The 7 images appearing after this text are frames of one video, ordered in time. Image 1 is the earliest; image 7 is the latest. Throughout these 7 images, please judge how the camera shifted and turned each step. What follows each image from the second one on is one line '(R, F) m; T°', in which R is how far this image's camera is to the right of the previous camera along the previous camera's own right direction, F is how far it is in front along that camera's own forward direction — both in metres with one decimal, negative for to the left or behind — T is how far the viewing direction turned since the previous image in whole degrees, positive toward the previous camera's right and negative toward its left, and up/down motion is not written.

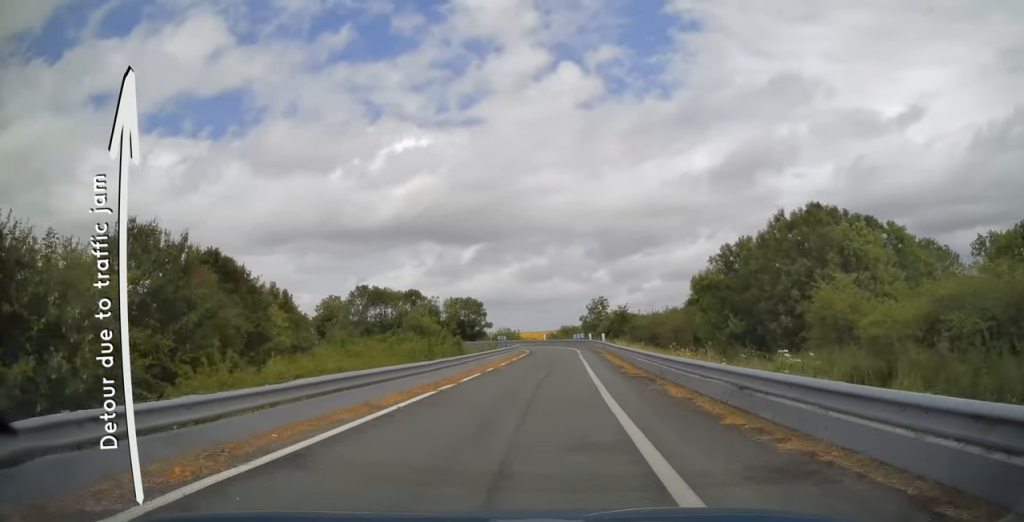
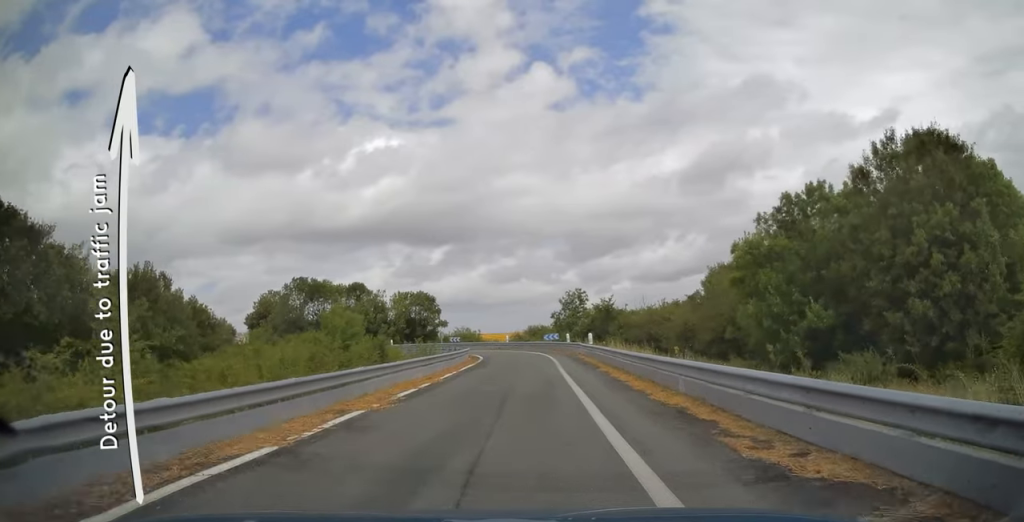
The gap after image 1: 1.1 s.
(+0.6, +16.6) m; +3°
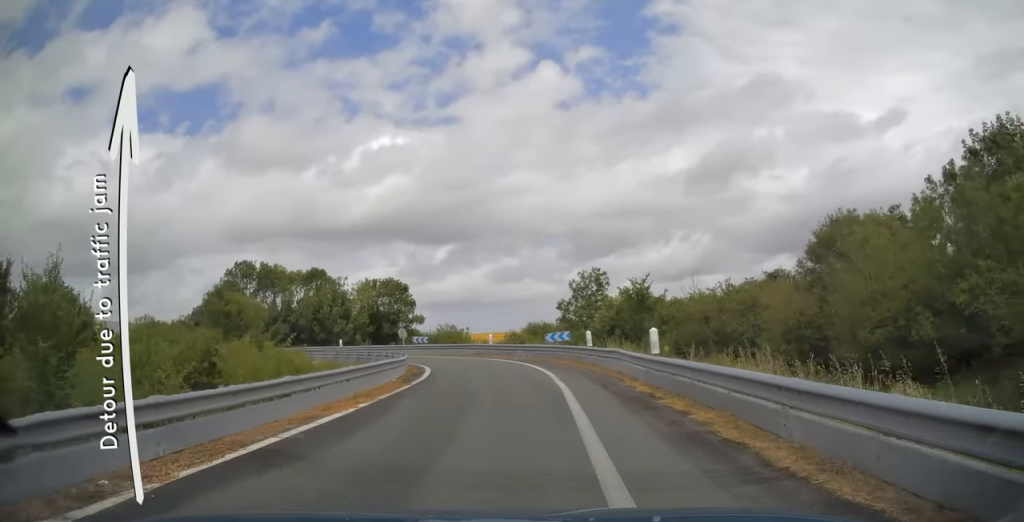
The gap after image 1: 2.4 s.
(+0.2, +19.9) m; -1°
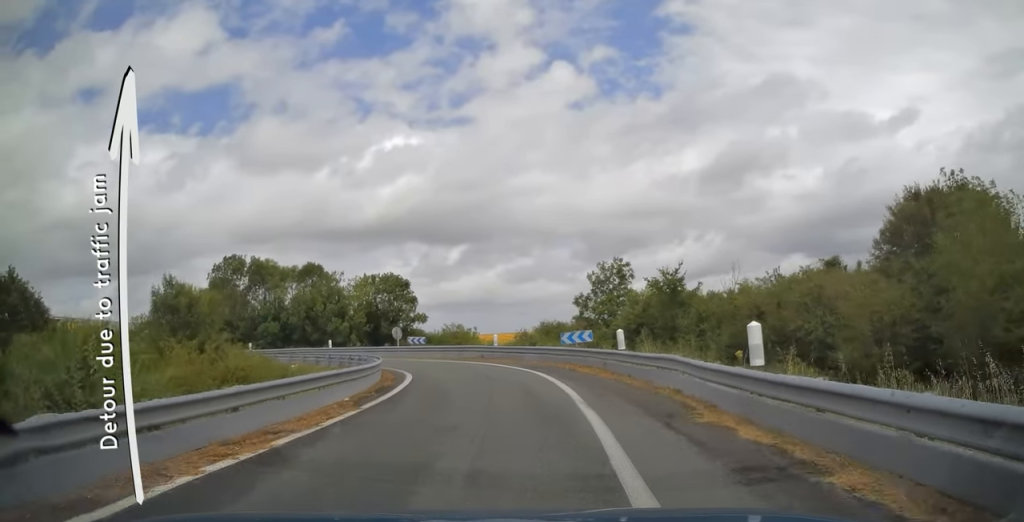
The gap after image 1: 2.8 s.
(-0.1, +6.1) m; -2°
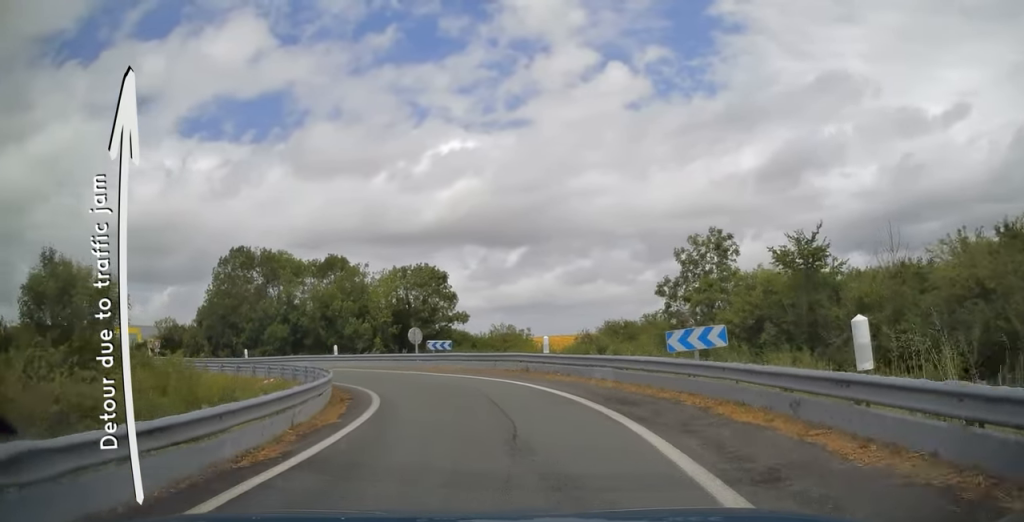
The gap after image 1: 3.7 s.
(-0.4, +11.8) m; -7°
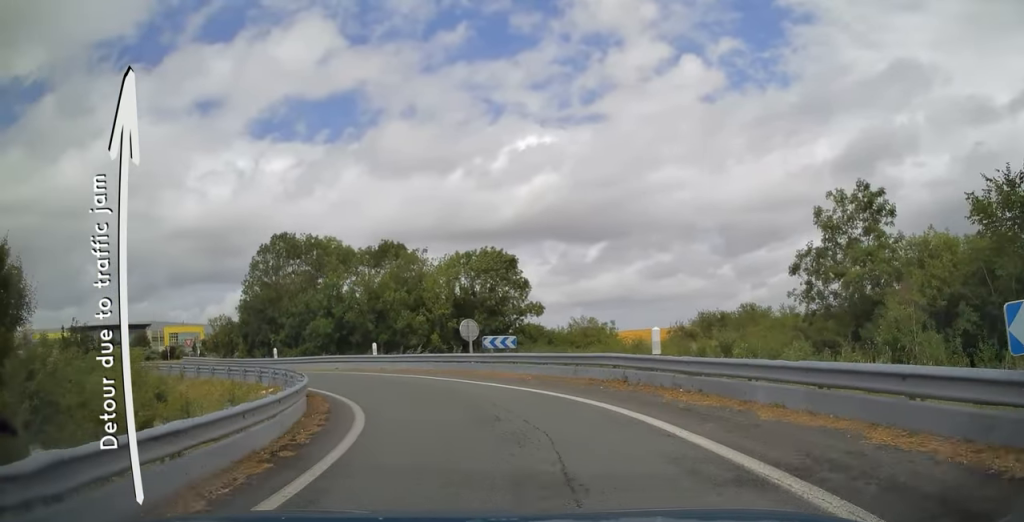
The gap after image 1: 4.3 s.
(-0.4, +7.9) m; -8°
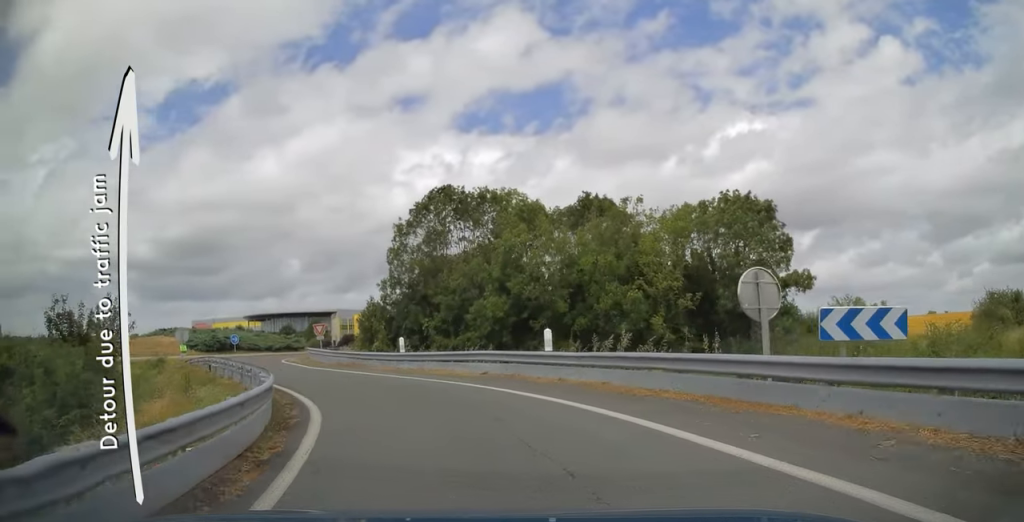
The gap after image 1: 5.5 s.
(-2.0, +14.7) m; -20°
